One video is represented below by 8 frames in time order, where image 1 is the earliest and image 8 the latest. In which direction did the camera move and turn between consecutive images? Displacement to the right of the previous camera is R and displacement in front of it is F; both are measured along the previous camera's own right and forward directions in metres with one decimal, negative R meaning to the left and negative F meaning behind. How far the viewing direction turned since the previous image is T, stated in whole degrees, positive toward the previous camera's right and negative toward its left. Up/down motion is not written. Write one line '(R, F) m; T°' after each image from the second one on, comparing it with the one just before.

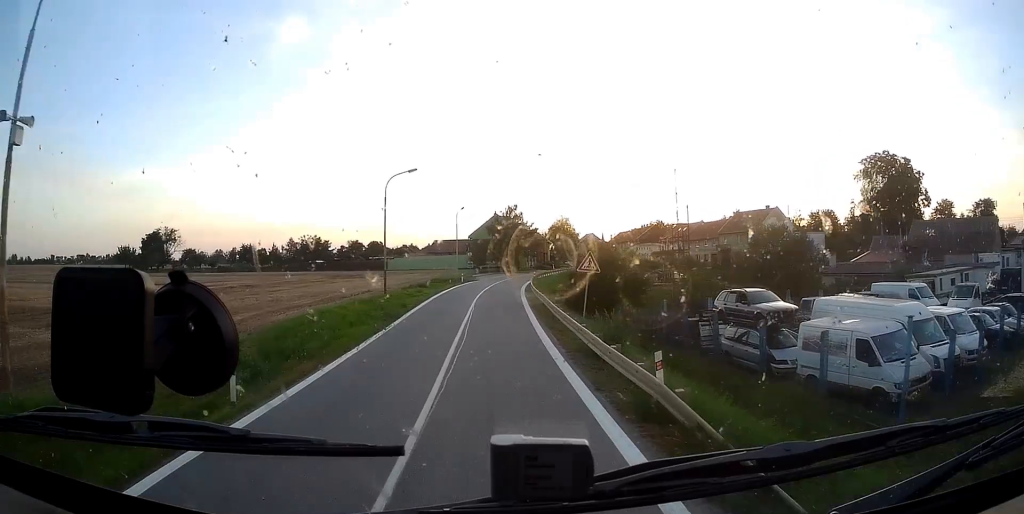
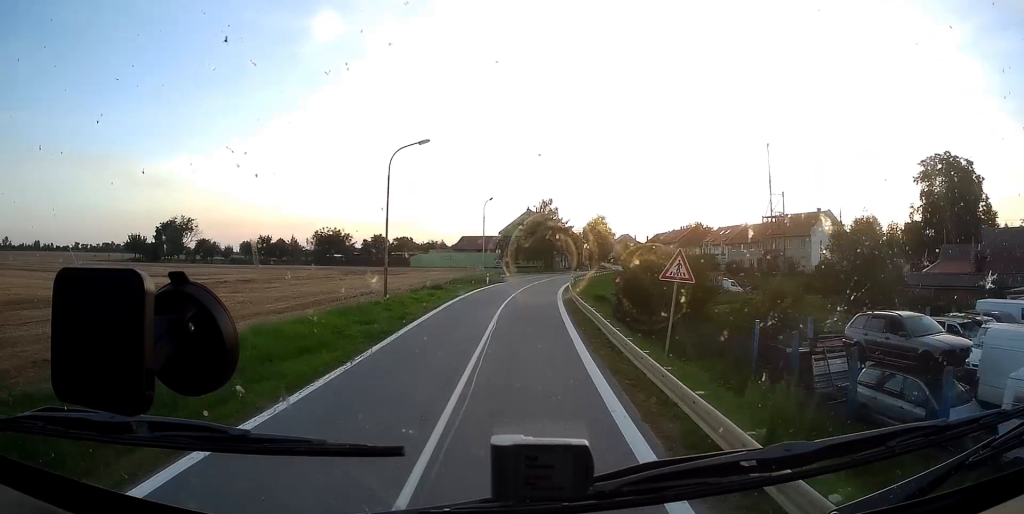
(-0.2, +8.5) m; -2°
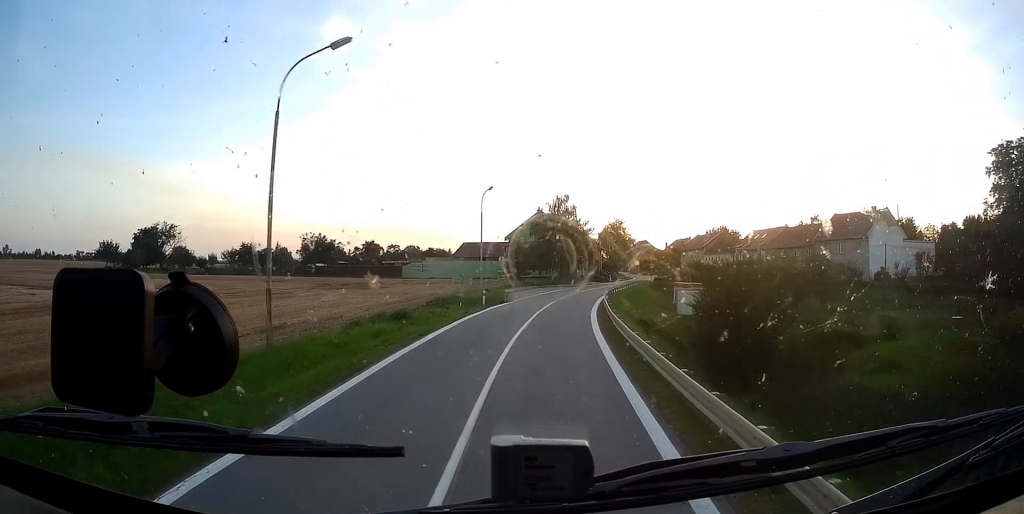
(0.0, +15.2) m; +1°
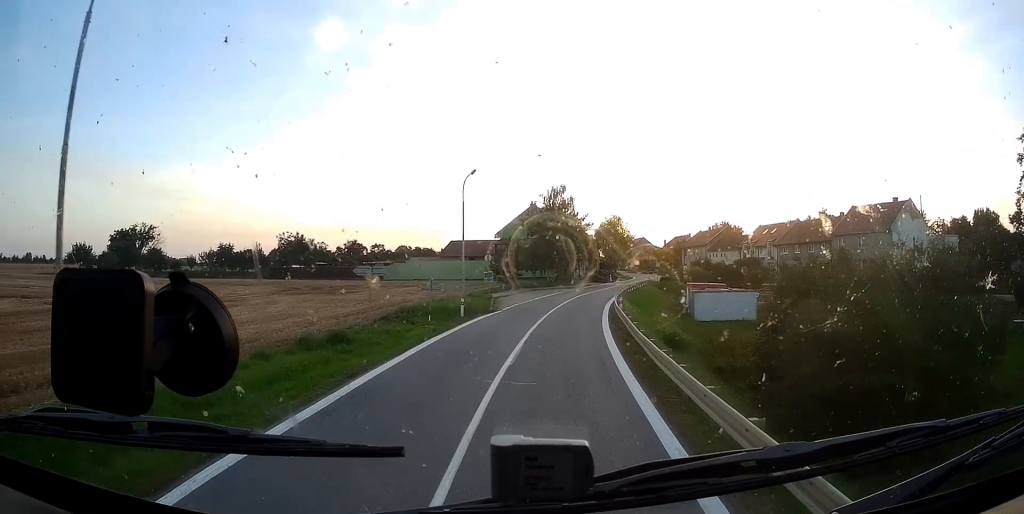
(-0.1, +7.7) m; +2°
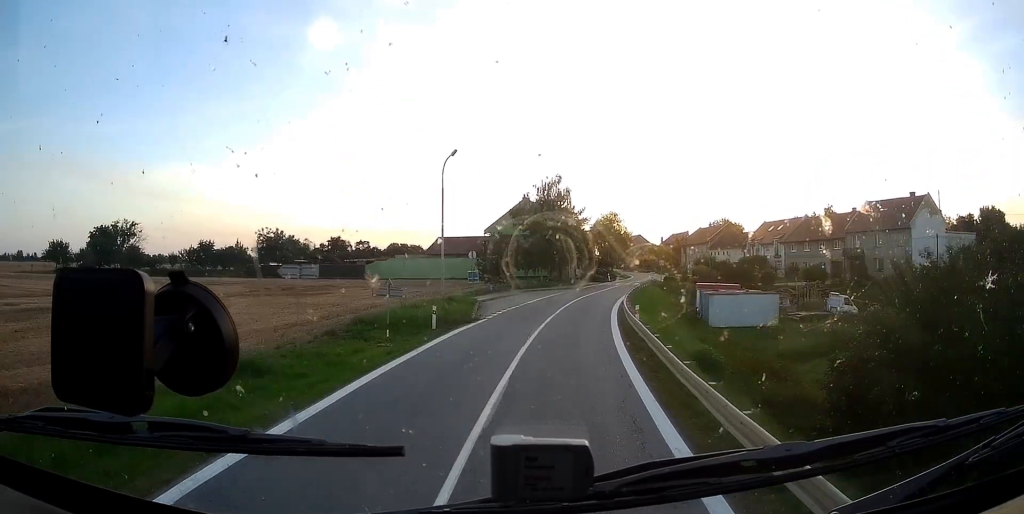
(+0.2, +5.6) m; +1°
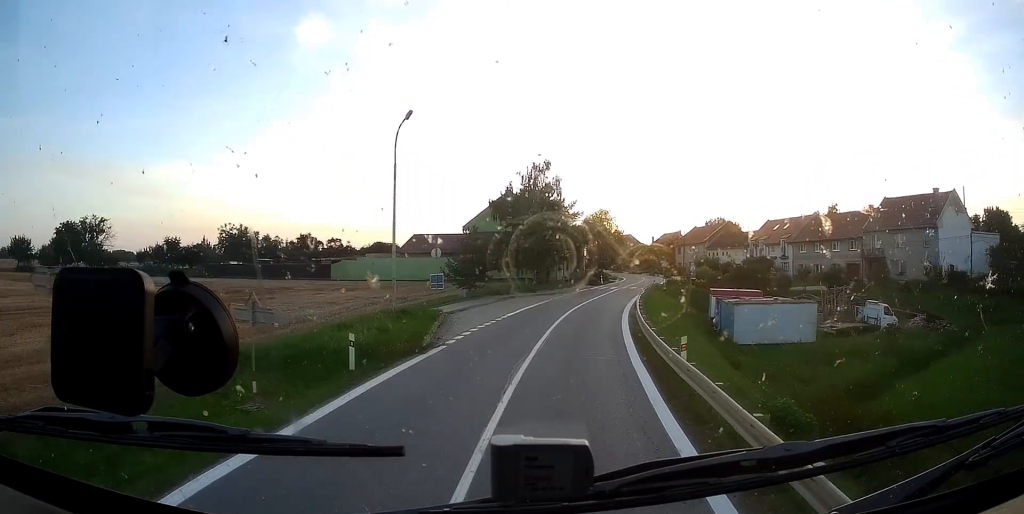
(+0.3, +8.2) m; +2°
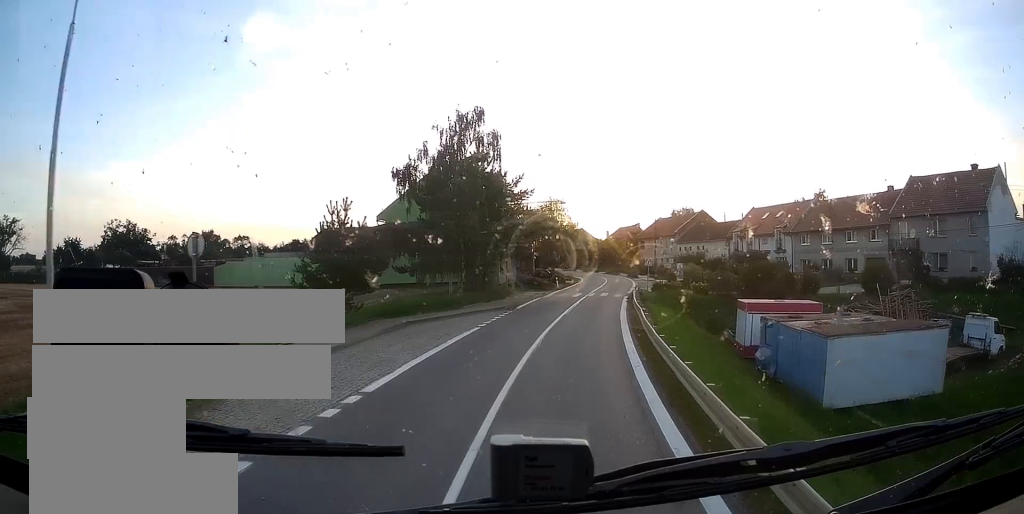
(+0.3, +16.4) m; +4°
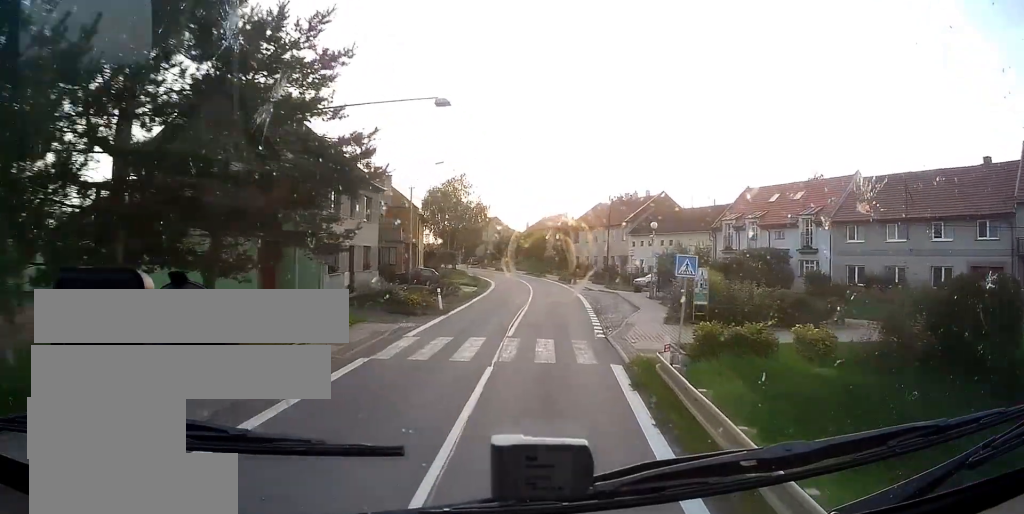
(+2.2, +27.1) m; +6°
